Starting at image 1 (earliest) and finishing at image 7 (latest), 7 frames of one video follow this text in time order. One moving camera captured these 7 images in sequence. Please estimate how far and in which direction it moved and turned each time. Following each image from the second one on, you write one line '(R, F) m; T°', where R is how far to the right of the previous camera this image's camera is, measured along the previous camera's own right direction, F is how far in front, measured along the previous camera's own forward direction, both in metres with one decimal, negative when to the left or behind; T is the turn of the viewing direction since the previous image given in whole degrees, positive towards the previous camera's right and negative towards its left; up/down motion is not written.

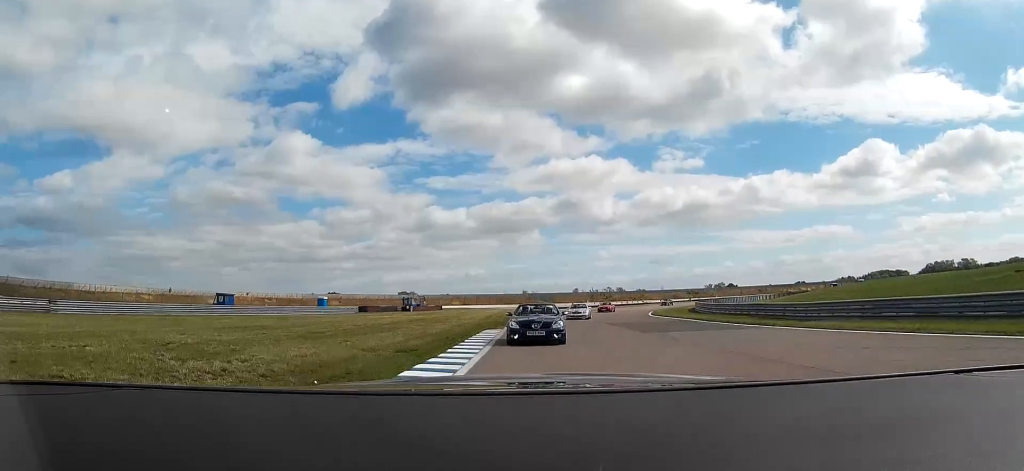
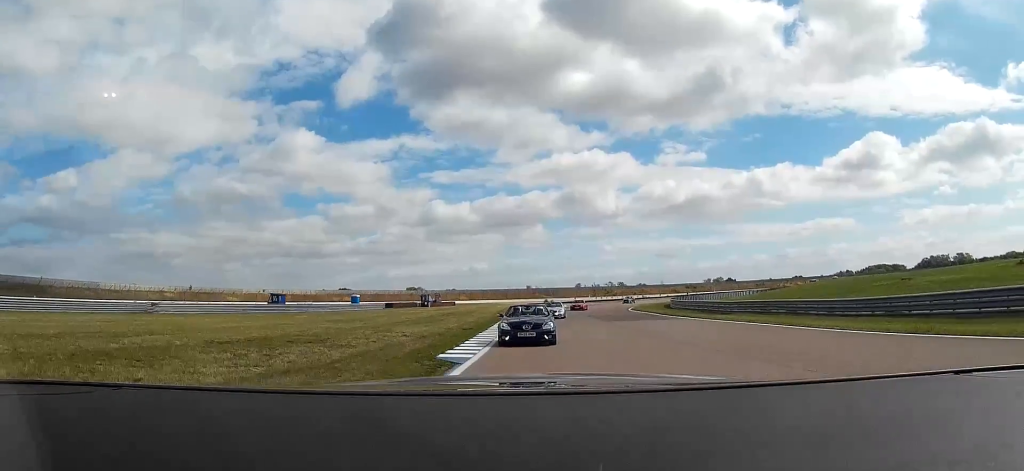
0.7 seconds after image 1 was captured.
(-0.3, +14.3) m; 0°
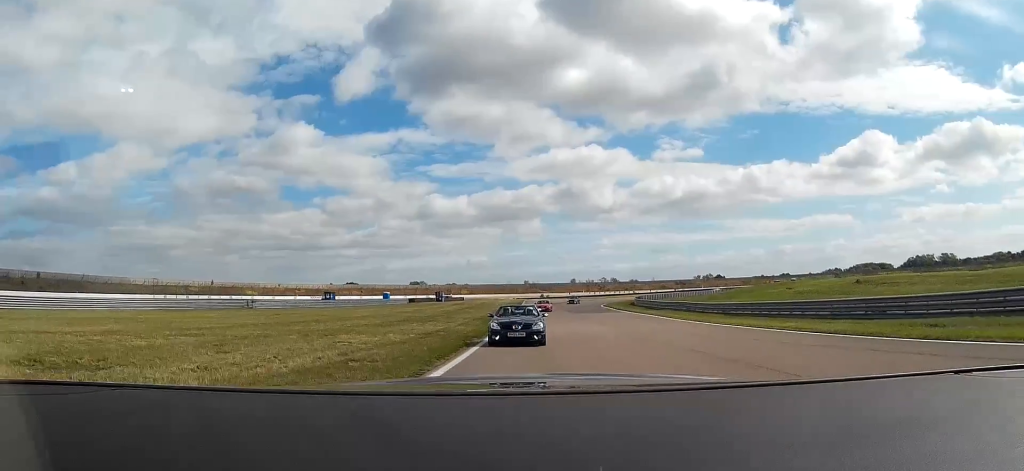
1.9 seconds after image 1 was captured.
(+0.1, +23.9) m; -2°
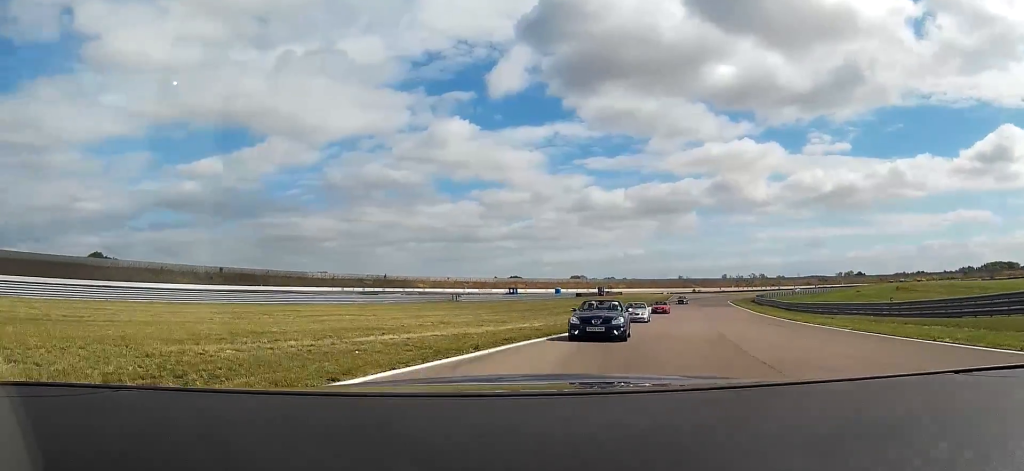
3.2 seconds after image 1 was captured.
(-1.9, +25.6) m; -12°
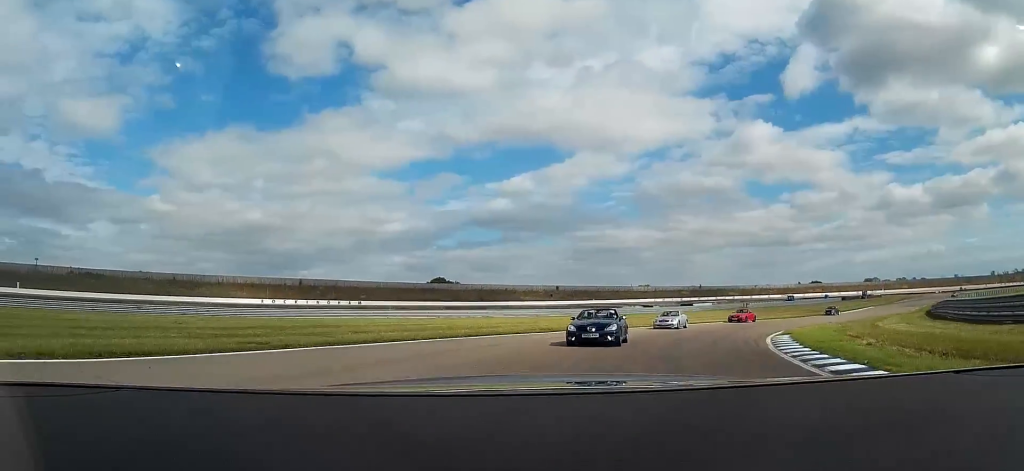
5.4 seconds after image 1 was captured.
(-10.4, +42.5) m; -27°
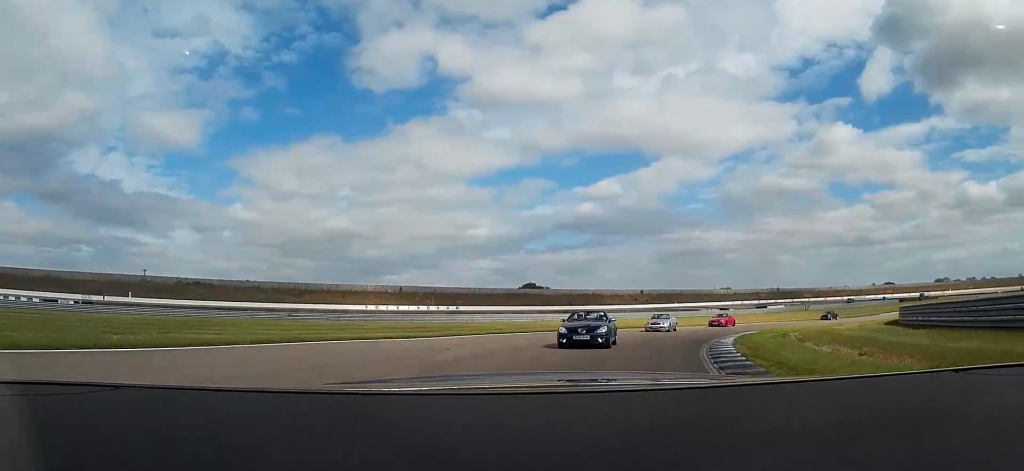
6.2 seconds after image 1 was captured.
(-1.1, +16.8) m; -10°
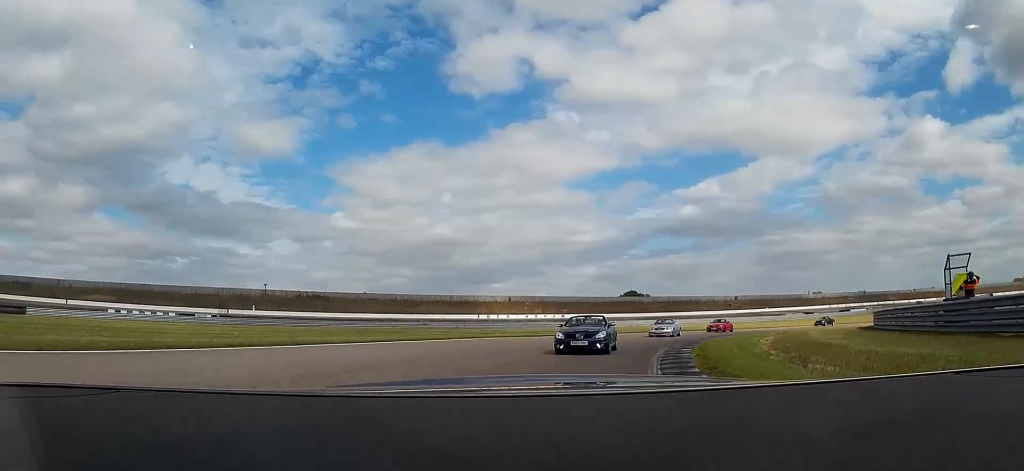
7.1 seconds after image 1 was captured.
(-2.0, +18.0) m; -11°
